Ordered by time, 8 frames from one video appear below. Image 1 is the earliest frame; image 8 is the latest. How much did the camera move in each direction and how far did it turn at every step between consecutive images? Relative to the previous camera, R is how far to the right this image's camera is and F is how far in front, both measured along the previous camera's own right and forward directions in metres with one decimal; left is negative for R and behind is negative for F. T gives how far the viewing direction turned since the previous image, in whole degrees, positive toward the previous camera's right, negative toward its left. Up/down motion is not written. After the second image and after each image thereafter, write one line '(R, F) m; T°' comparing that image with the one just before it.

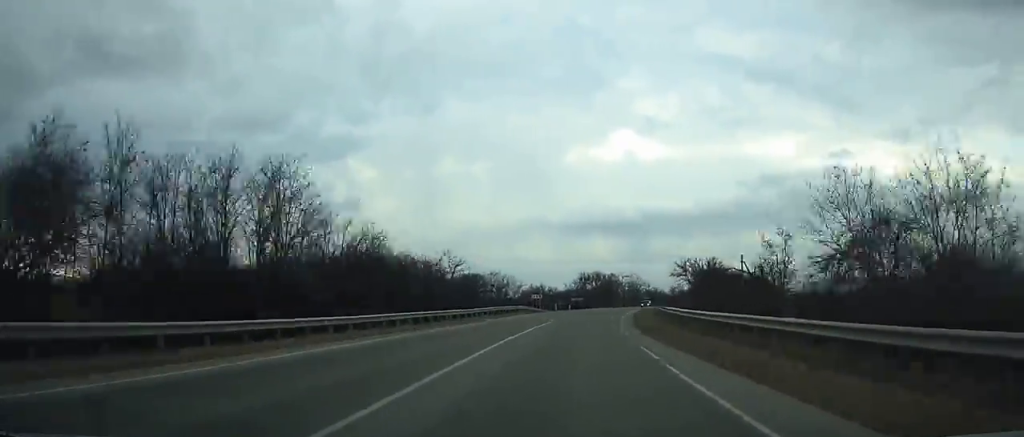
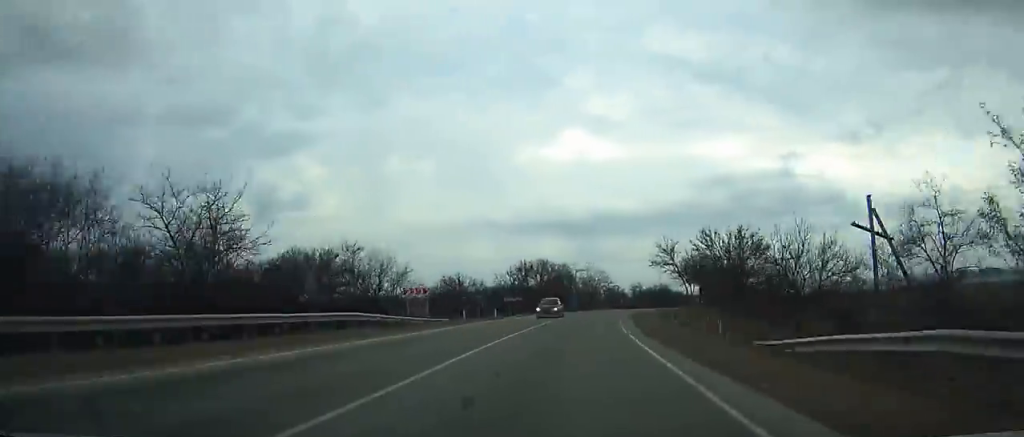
(+2.3, +39.7) m; +6°
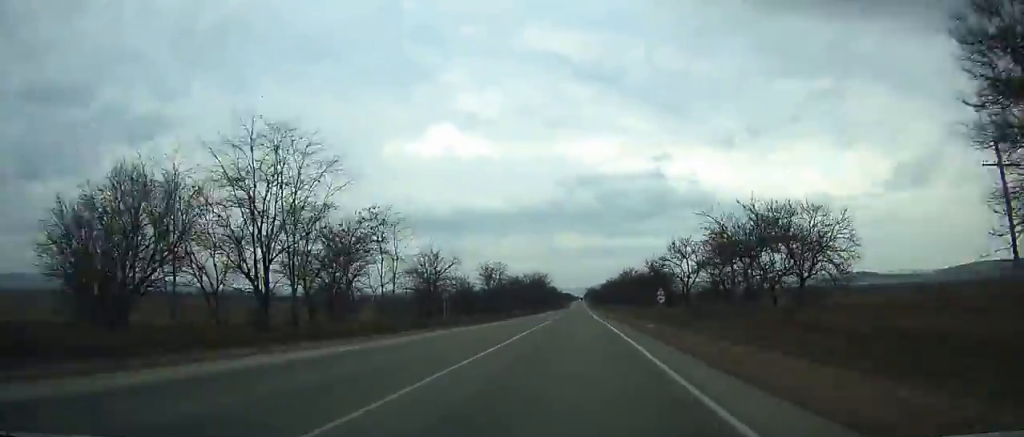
(+12.5, +106.5) m; +11°
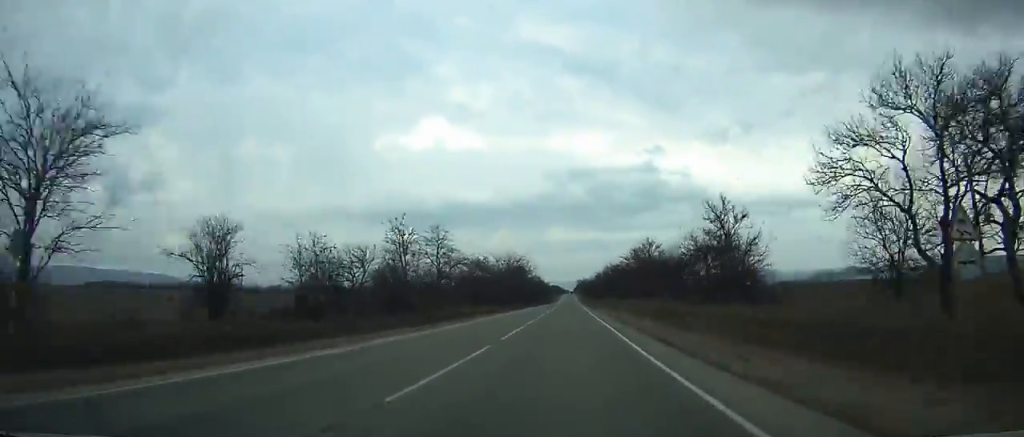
(+1.0, +46.2) m; +1°
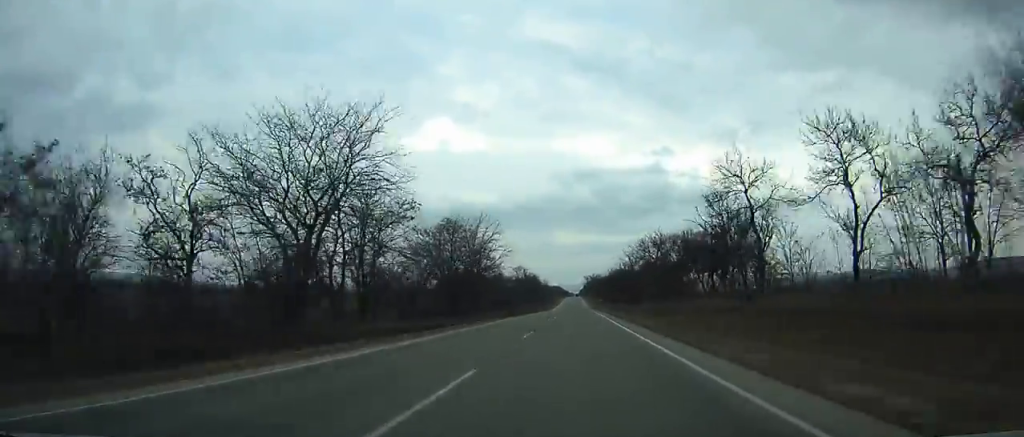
(0.0, +102.6) m; 0°
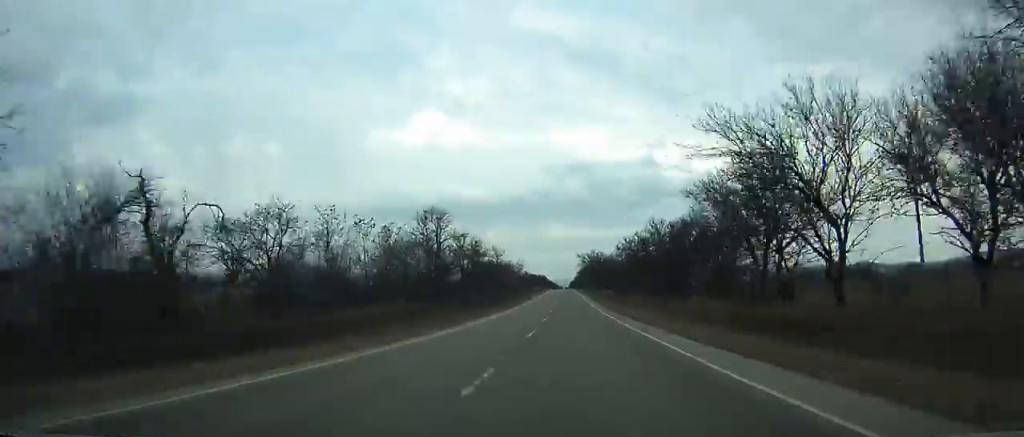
(0.0, +96.4) m; 0°
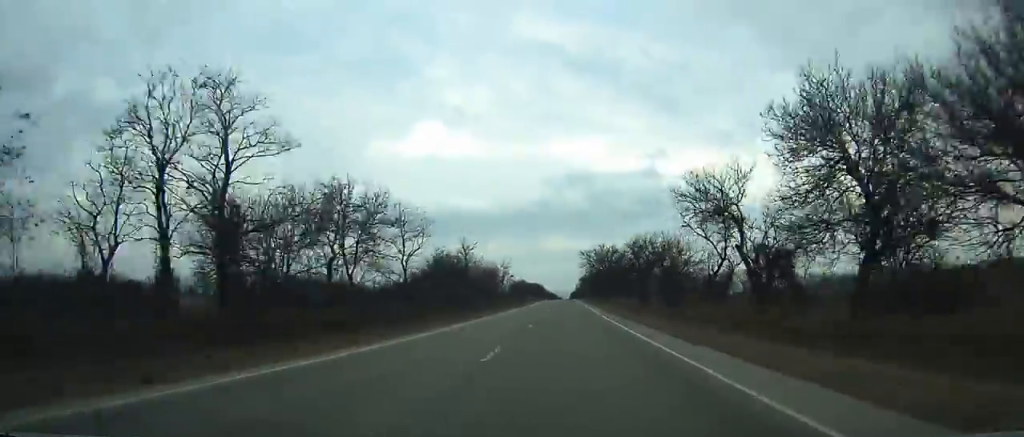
(+0.3, +43.9) m; 0°
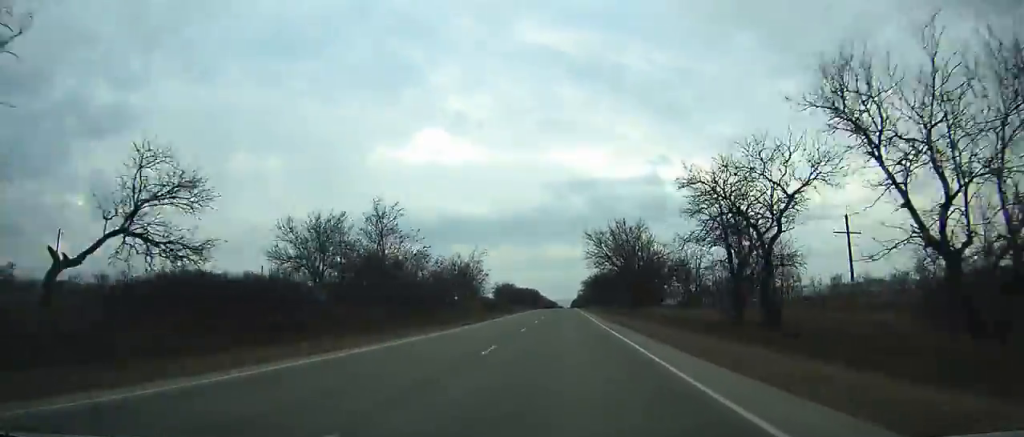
(-0.2, +44.6) m; 0°
